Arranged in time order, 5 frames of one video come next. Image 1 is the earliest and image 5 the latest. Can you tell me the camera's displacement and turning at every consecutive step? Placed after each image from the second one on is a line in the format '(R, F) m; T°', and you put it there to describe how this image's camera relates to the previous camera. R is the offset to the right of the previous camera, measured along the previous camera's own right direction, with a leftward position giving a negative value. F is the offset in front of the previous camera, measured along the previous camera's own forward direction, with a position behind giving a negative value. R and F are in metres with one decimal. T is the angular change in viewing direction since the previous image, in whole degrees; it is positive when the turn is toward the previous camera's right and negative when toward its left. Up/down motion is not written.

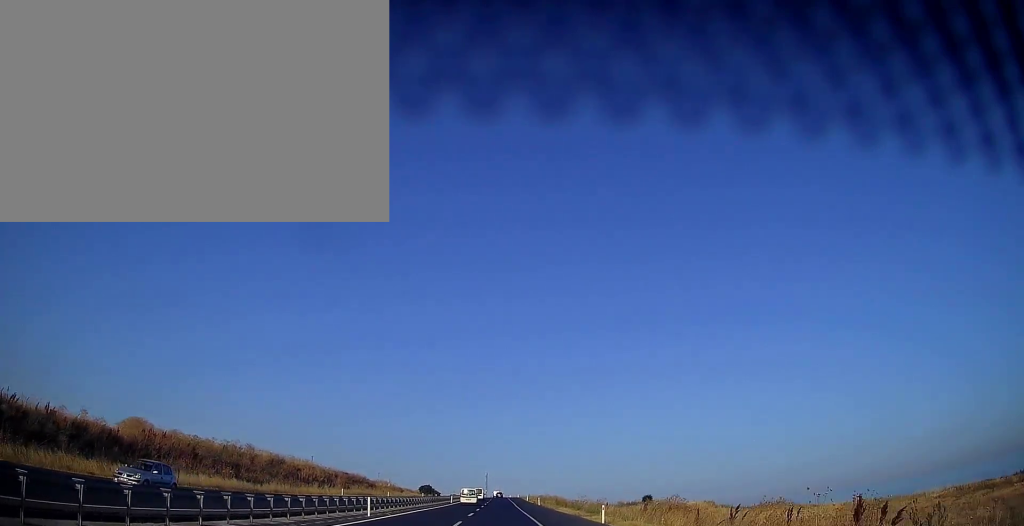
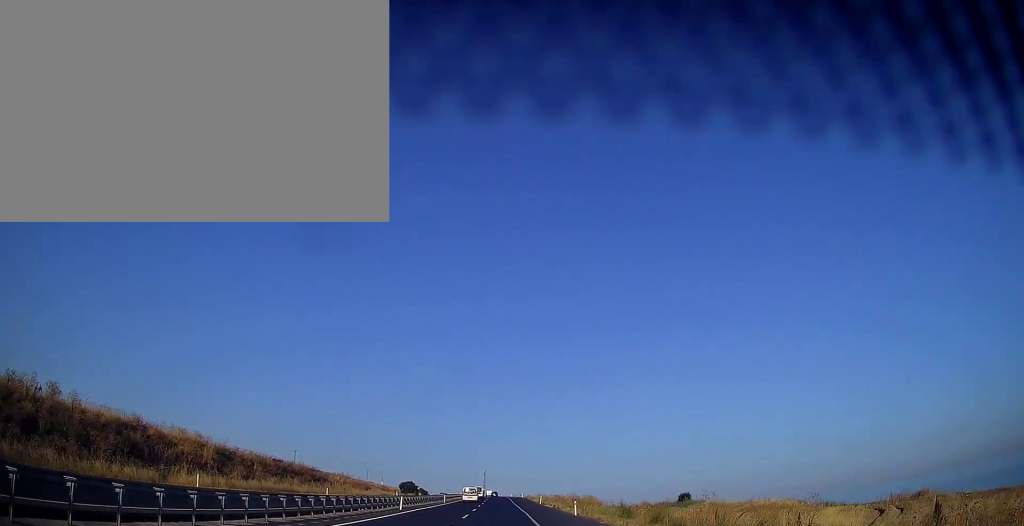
(0.0, +39.4) m; -1°
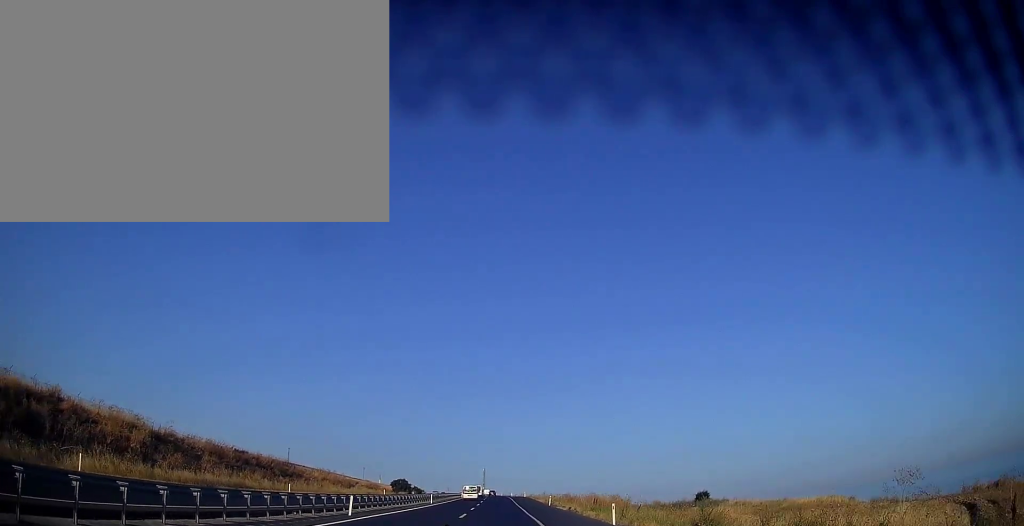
(0.0, +14.8) m; 0°
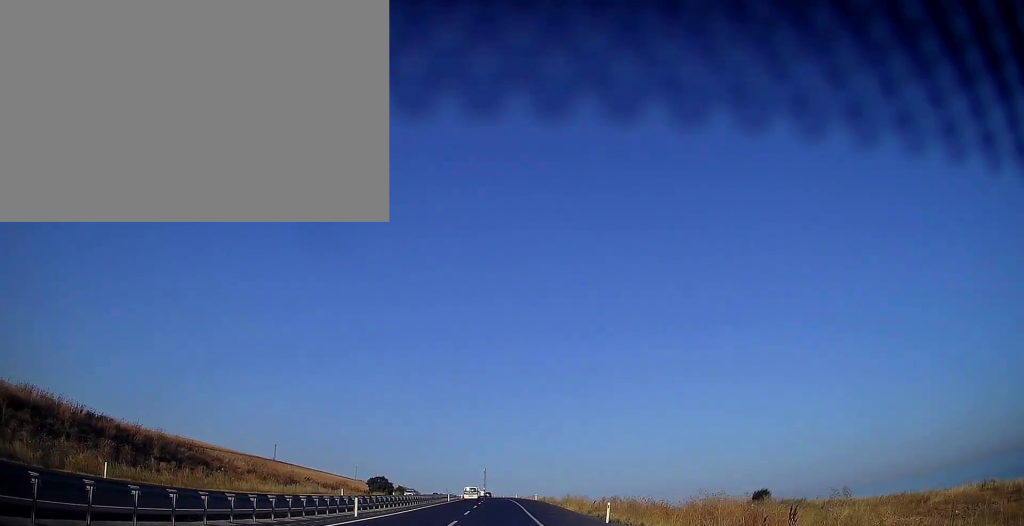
(-0.4, +30.5) m; 0°
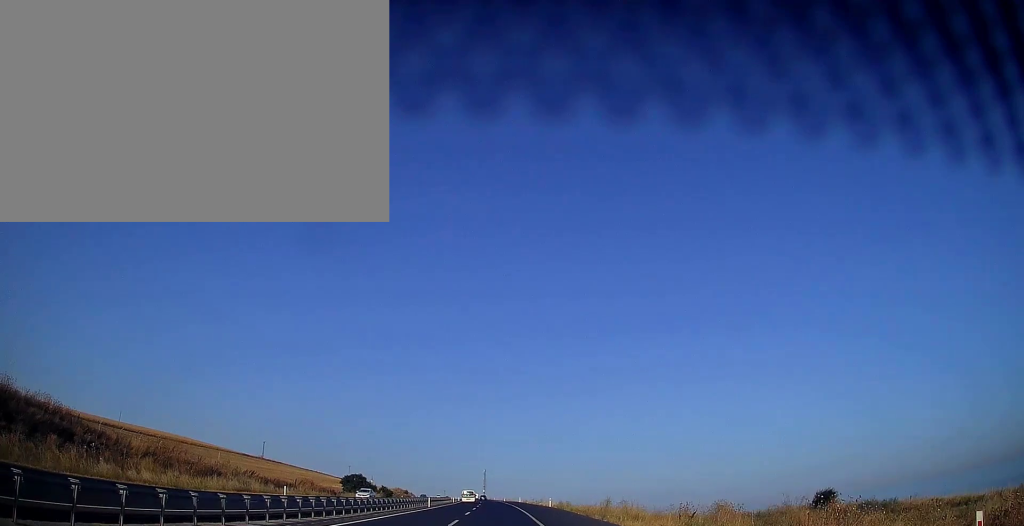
(+0.4, +22.6) m; 0°
